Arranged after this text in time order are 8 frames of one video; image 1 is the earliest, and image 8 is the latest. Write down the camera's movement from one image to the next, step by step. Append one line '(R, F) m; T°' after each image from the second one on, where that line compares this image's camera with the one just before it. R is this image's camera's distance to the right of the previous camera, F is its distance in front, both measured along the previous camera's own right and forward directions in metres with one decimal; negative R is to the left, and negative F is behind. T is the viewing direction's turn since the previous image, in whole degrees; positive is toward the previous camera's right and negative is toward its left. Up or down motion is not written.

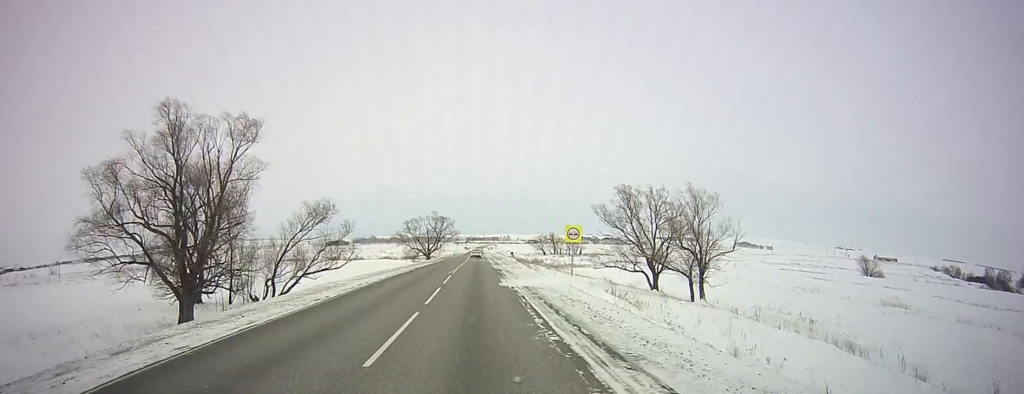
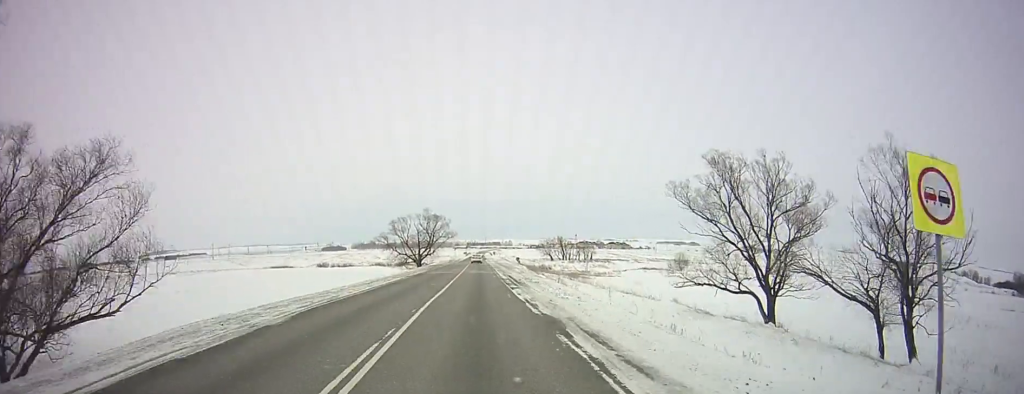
(-0.2, +26.6) m; -1°
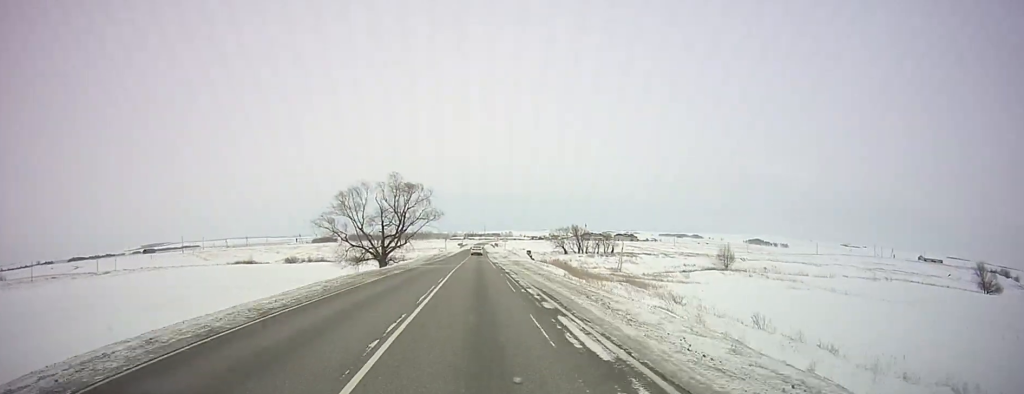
(-0.3, +47.0) m; 0°
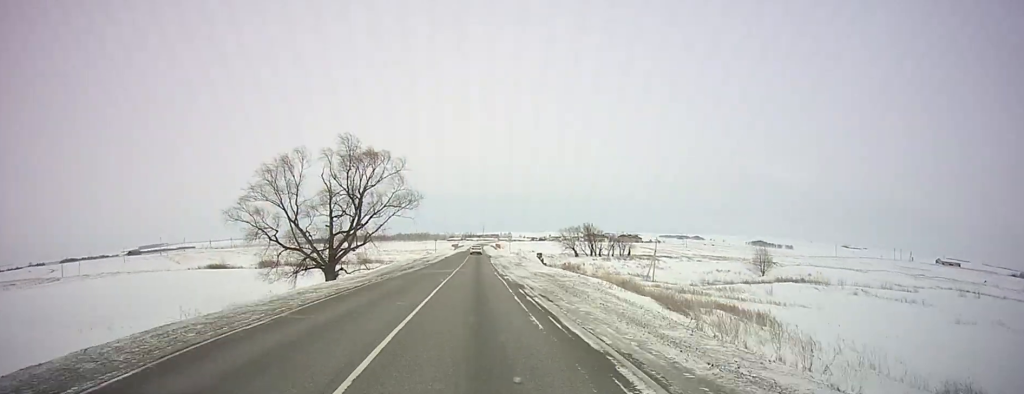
(+0.1, +28.6) m; 0°
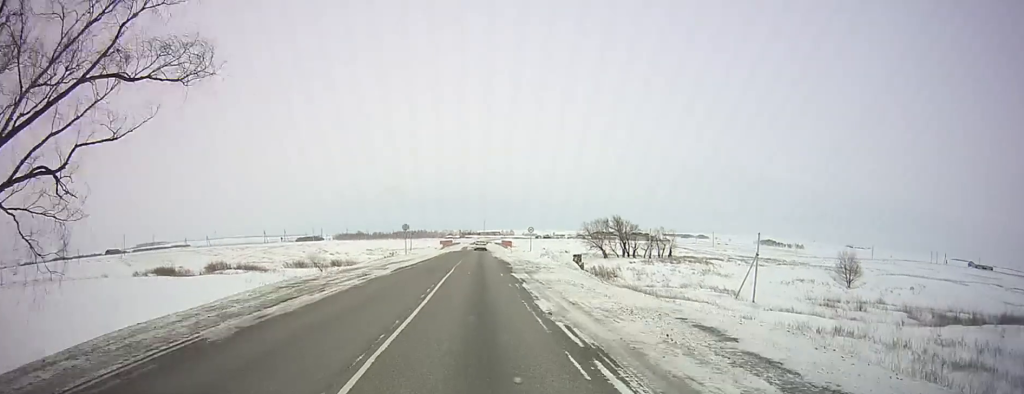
(+0.2, +44.8) m; 0°
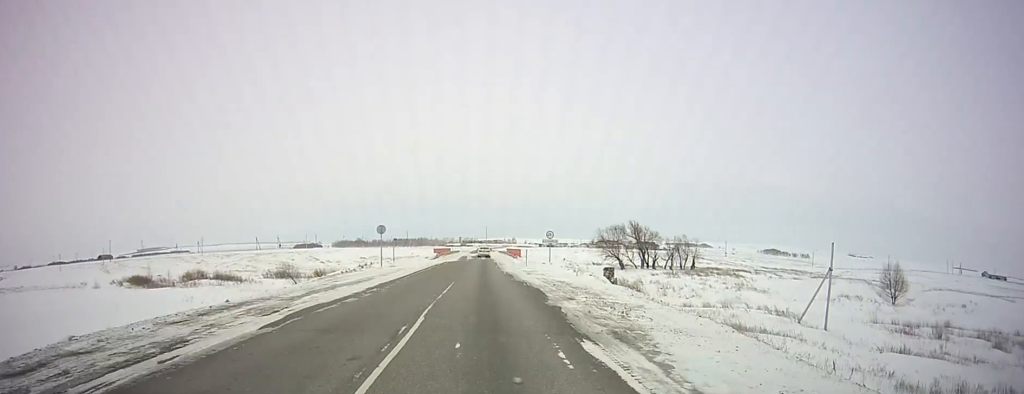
(0.0, +17.2) m; 0°
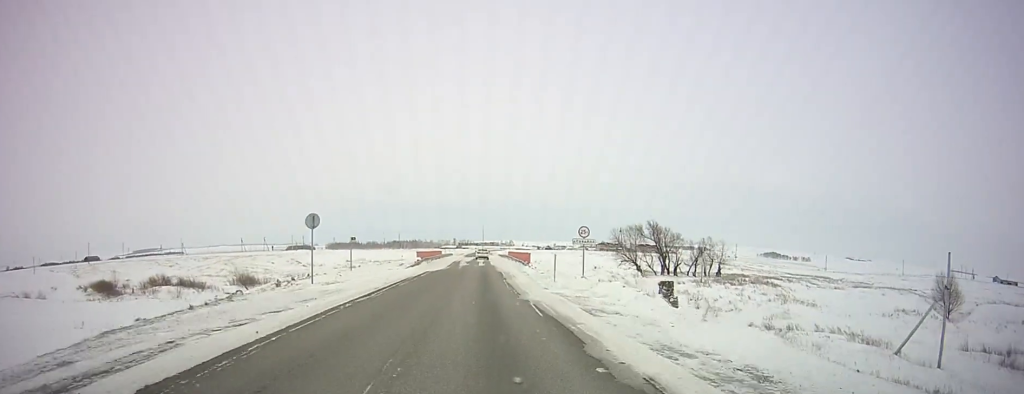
(0.0, +18.8) m; 0°
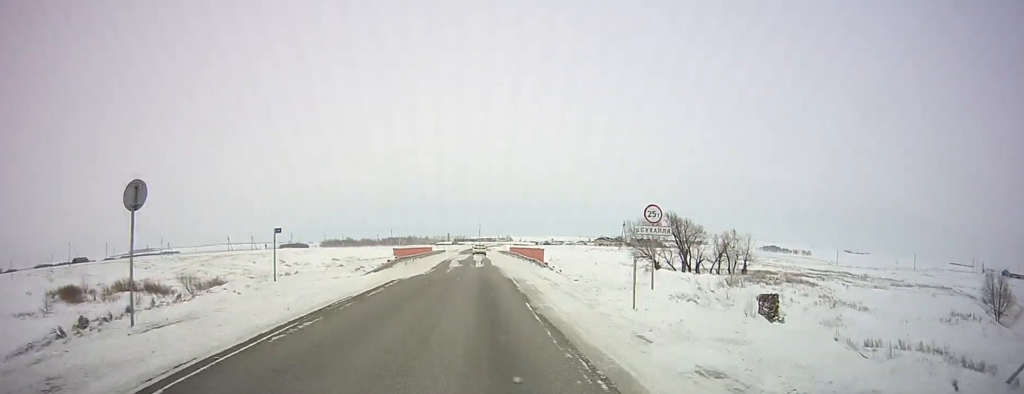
(+0.1, +15.1) m; 0°
